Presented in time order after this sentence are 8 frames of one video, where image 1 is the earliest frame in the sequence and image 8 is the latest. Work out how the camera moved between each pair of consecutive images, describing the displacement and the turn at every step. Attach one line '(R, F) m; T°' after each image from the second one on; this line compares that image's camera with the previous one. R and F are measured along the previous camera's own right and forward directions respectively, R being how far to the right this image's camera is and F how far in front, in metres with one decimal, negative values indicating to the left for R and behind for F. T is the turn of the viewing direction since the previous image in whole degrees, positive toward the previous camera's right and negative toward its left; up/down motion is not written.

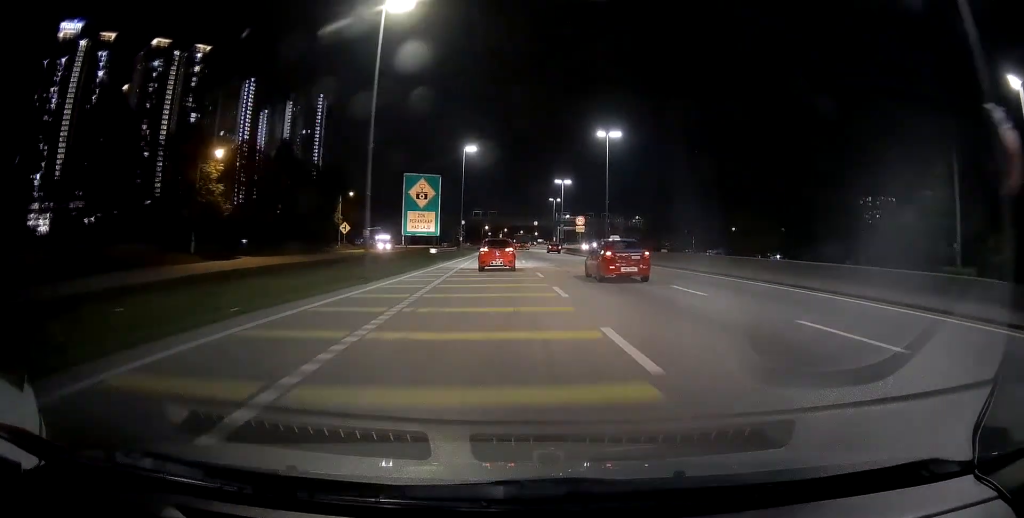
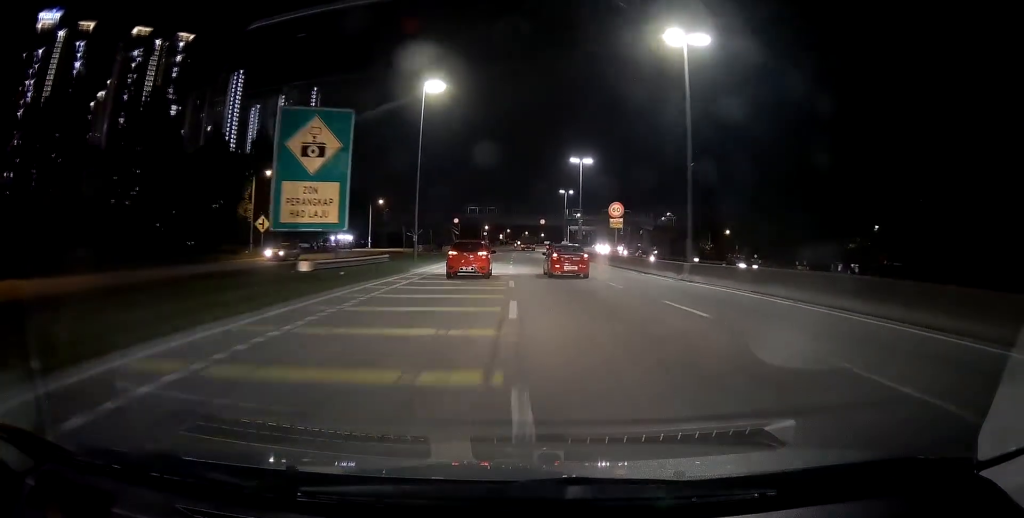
(-0.7, +27.8) m; -3°
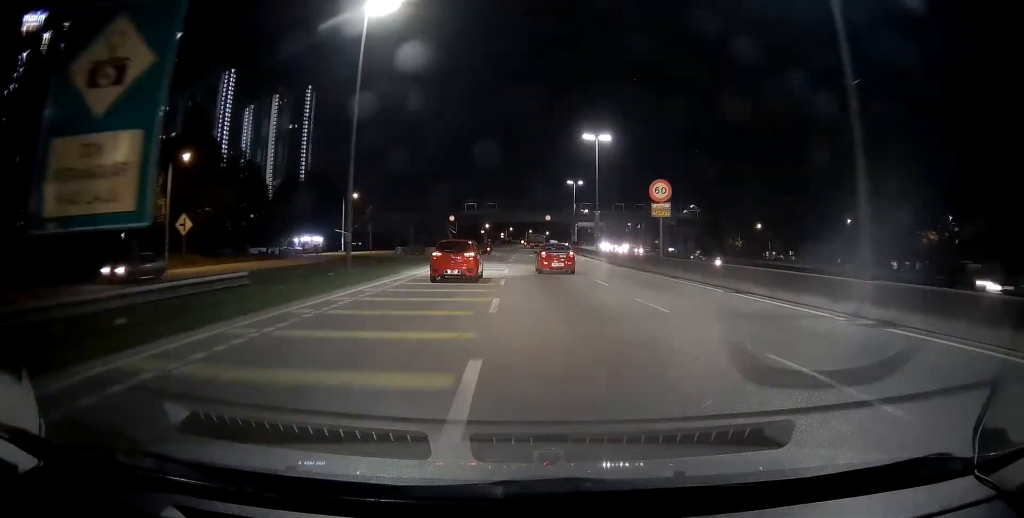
(-0.3, +14.8) m; 0°
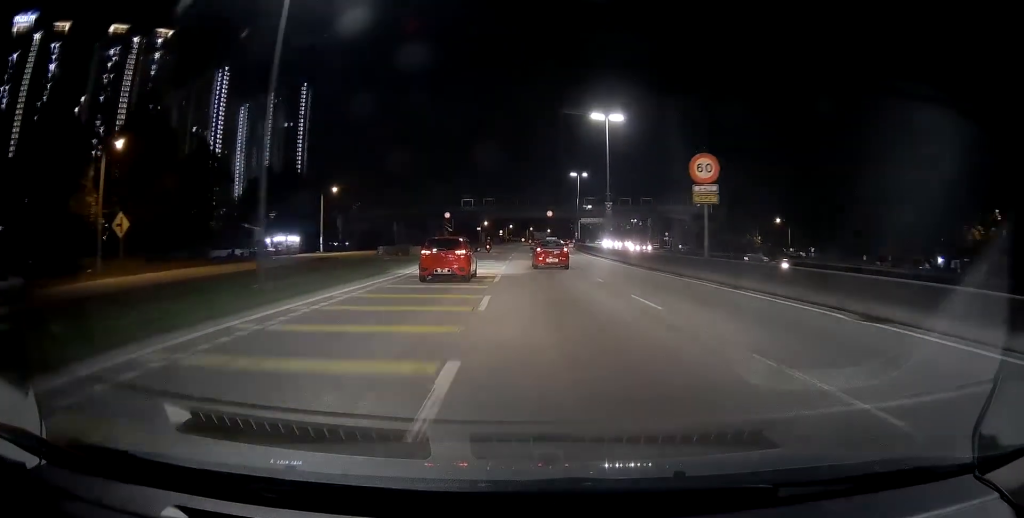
(-0.1, +8.1) m; +1°
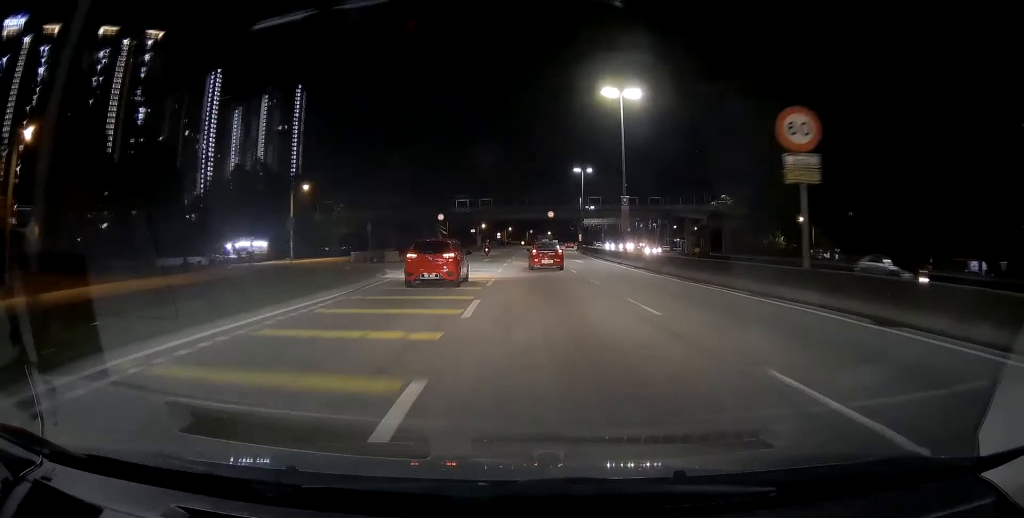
(+0.1, +8.7) m; +1°
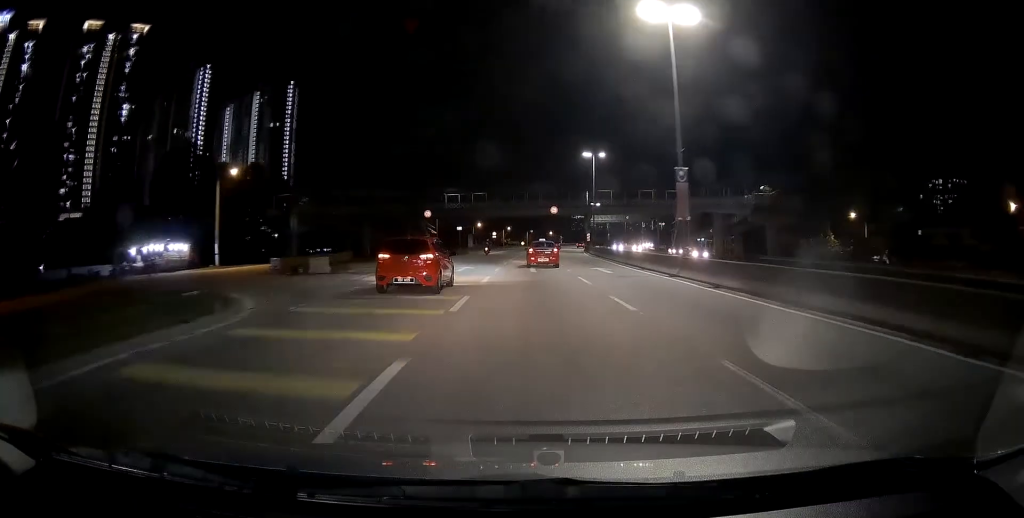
(+0.6, +15.1) m; 0°
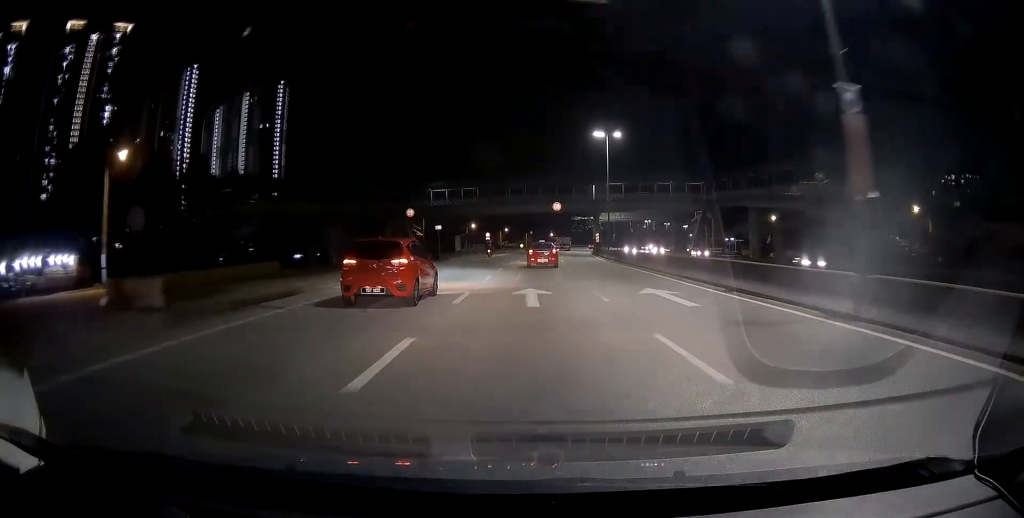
(-0.5, +14.1) m; -2°
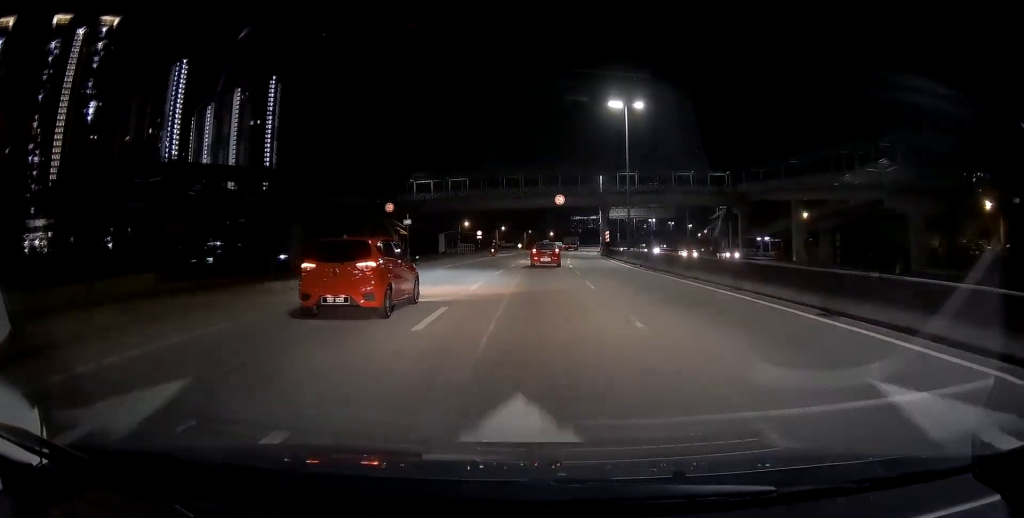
(-0.1, +12.3) m; 0°
